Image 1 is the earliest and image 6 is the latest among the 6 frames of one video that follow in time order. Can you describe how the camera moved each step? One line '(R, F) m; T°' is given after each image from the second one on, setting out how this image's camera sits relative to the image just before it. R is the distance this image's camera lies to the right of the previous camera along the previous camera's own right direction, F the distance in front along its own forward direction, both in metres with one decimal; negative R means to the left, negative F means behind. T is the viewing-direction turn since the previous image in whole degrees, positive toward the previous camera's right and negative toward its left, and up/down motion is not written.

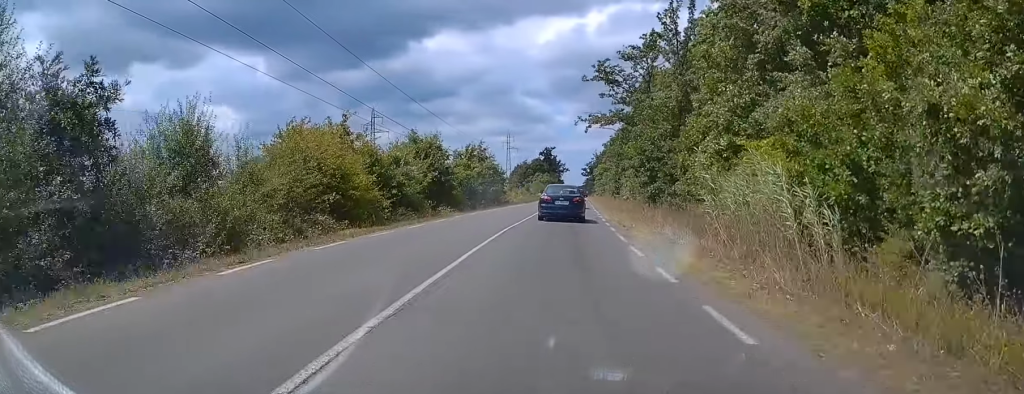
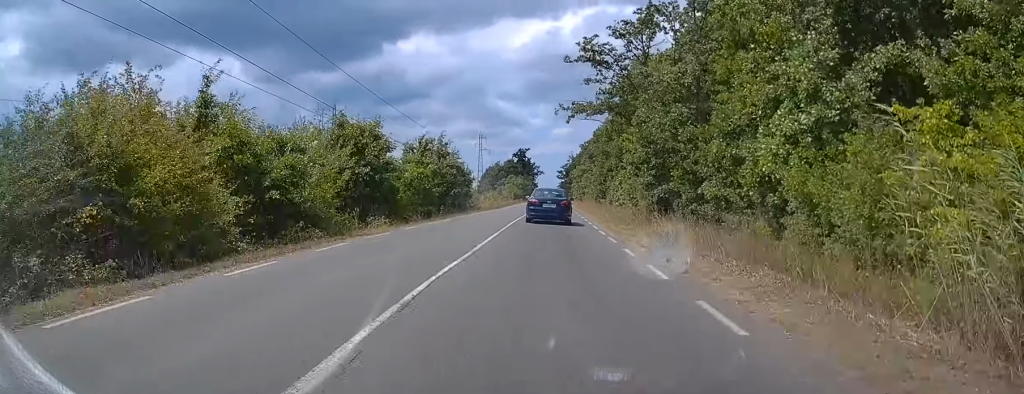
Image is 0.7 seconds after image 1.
(+0.3, +11.7) m; +1°
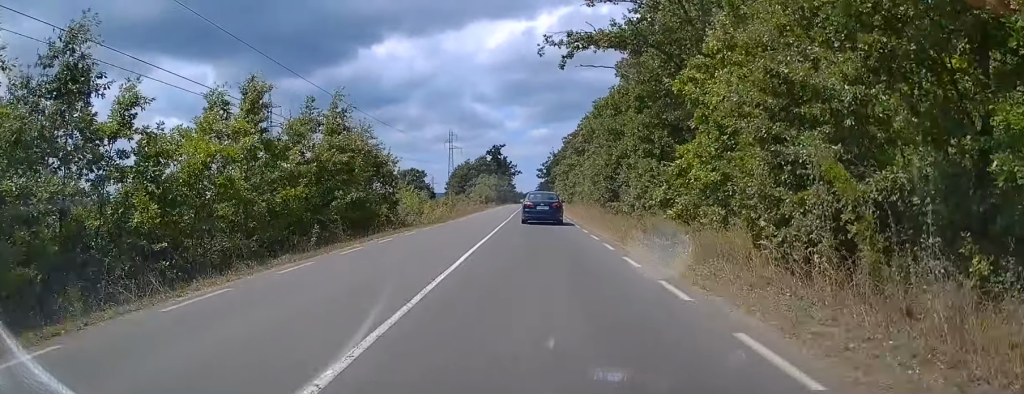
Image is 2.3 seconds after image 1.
(+0.3, +25.9) m; +1°
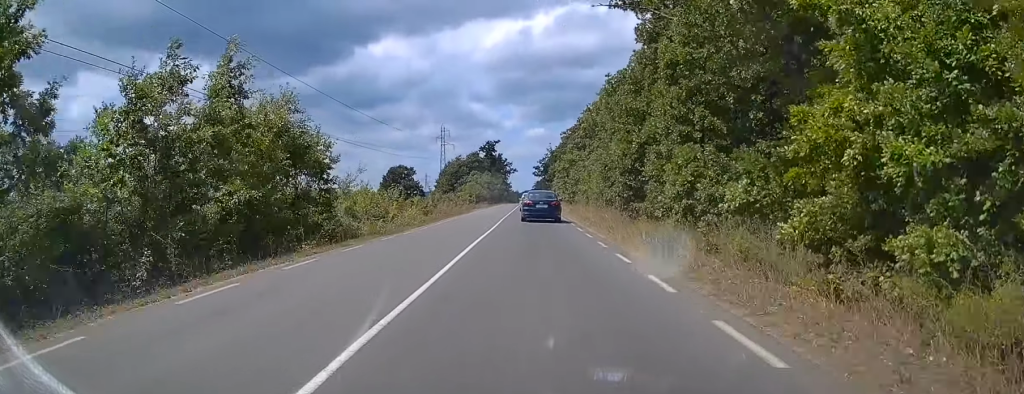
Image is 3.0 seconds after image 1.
(0.0, +11.5) m; 0°
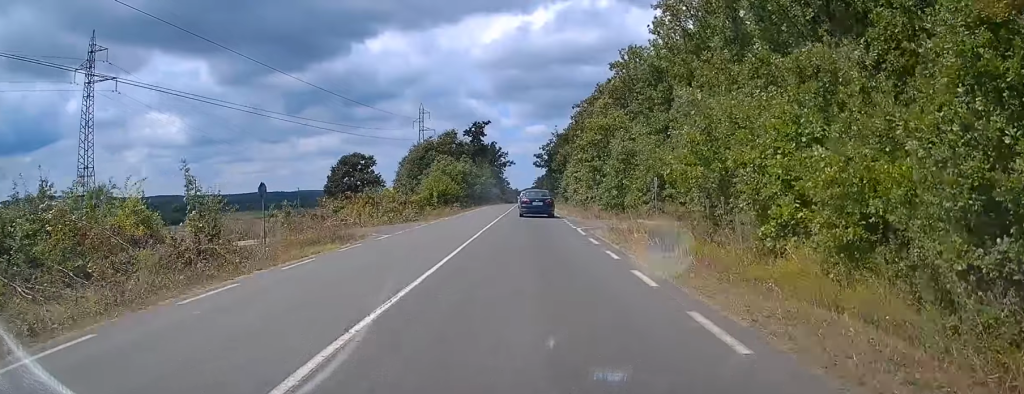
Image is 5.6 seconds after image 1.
(+0.3, +43.7) m; +1°
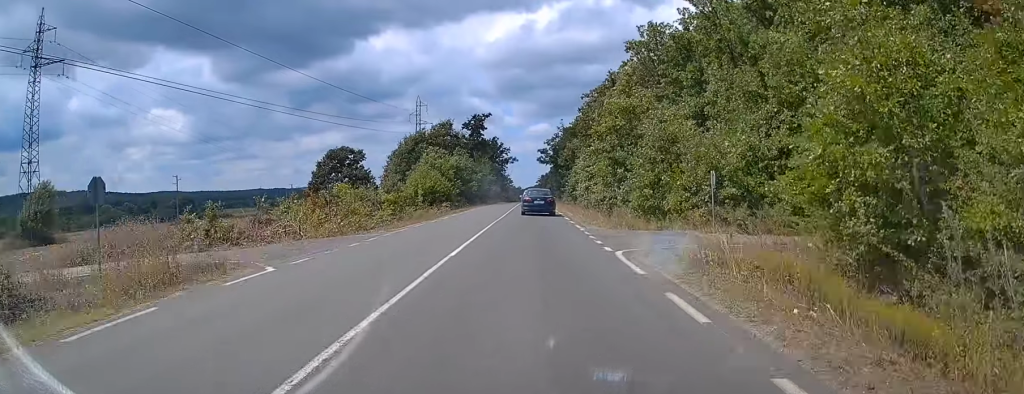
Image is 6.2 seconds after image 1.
(+0.1, +10.7) m; 0°
